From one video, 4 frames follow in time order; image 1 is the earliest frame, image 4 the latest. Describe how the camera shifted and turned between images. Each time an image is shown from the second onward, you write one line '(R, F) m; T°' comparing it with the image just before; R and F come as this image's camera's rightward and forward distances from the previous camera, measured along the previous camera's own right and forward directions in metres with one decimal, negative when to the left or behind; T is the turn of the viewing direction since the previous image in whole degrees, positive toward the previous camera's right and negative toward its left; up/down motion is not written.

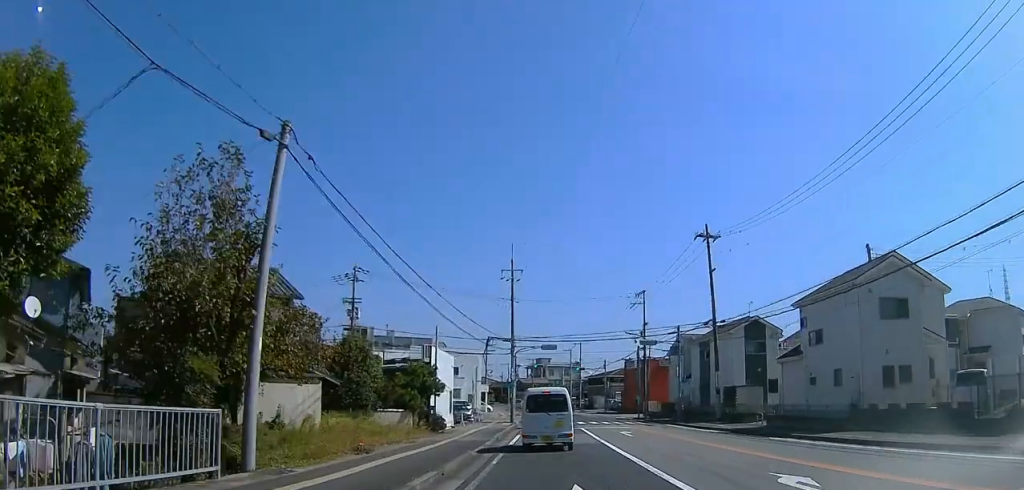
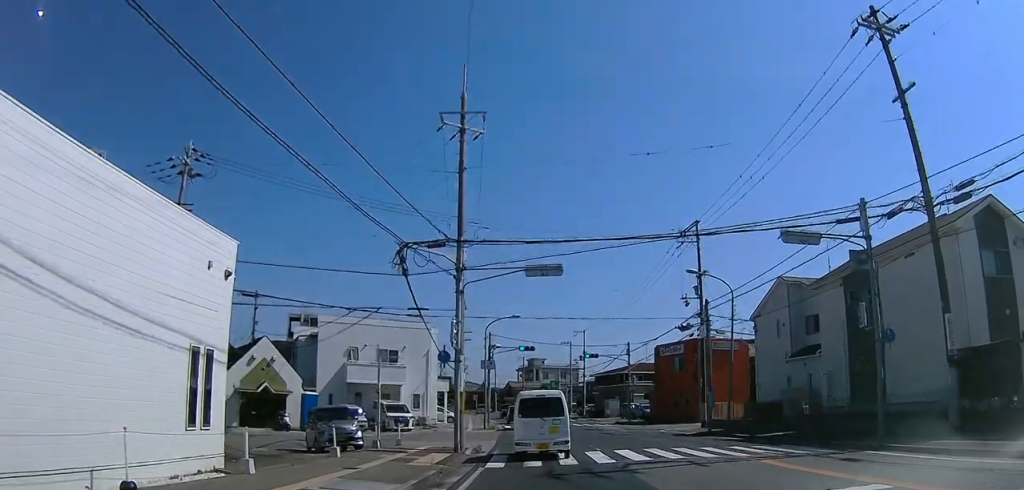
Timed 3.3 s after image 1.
(+0.2, +27.6) m; 0°
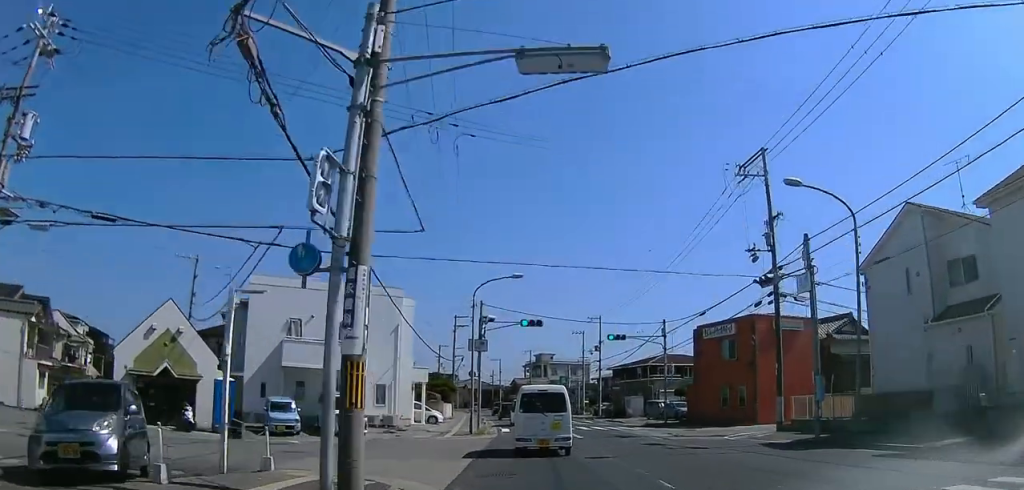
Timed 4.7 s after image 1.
(0.0, +12.0) m; -1°
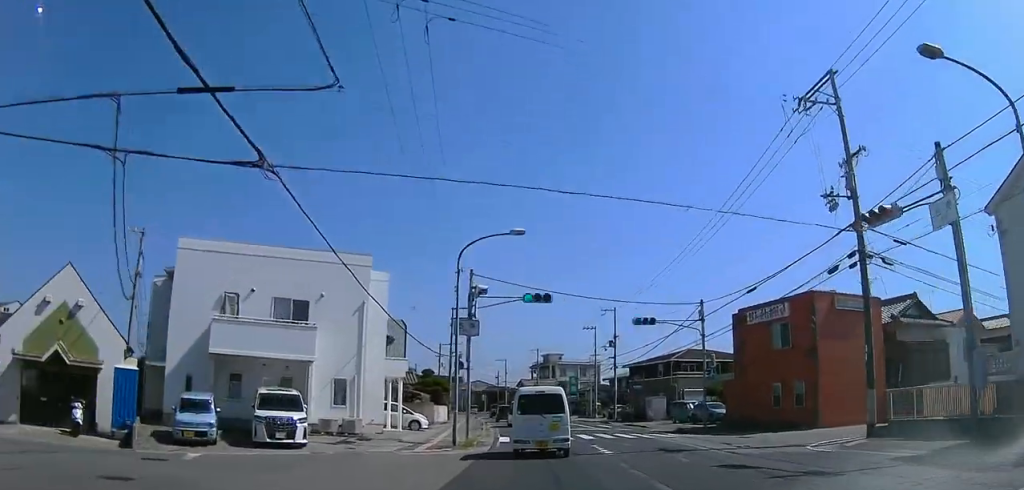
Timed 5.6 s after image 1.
(+0.1, +7.9) m; -8°
